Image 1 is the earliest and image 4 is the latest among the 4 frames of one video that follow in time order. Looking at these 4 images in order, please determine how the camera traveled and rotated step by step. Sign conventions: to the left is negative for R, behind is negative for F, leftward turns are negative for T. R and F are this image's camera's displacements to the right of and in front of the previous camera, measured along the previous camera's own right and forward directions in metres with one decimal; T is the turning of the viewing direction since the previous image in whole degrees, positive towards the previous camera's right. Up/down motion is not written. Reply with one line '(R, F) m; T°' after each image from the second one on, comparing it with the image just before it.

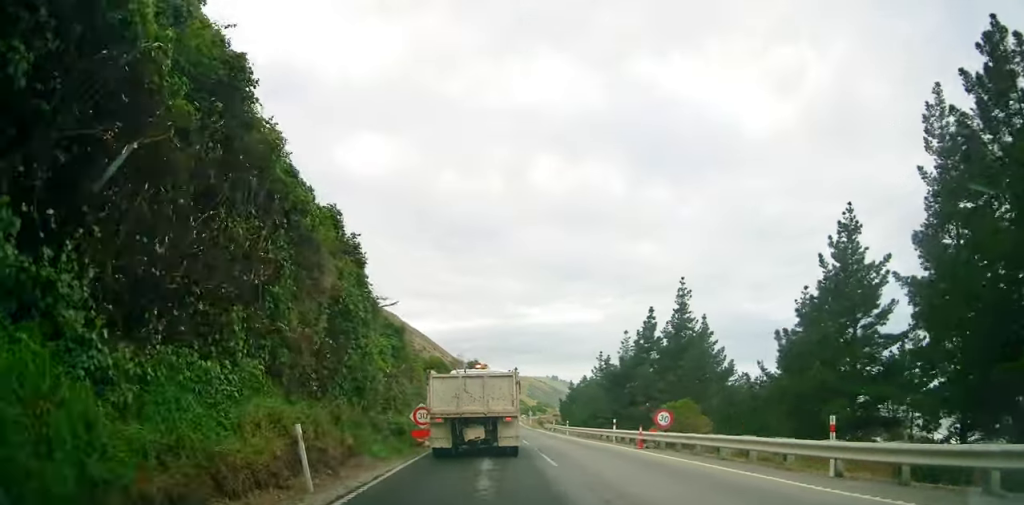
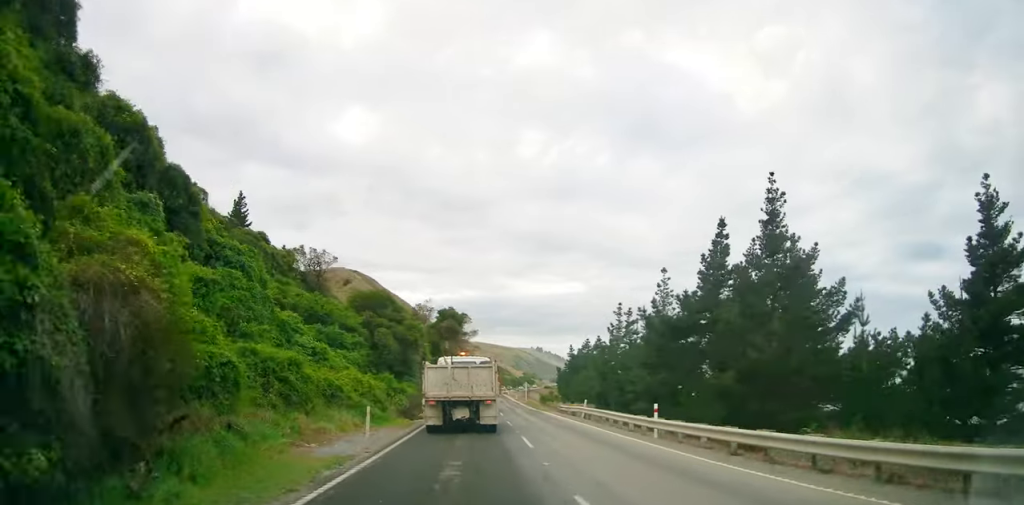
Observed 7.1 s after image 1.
(+0.7, +29.4) m; +2°
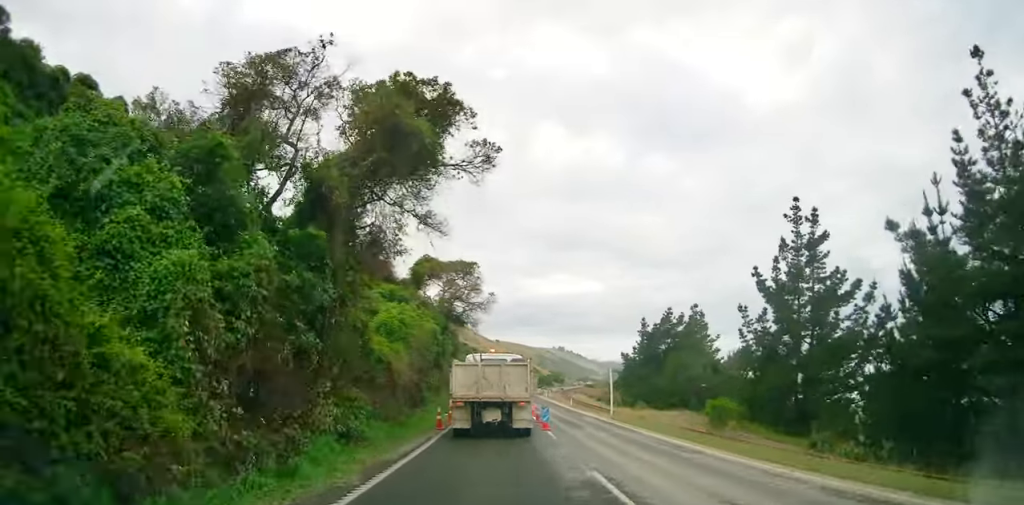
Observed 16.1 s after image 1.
(+1.3, +48.9) m; +2°
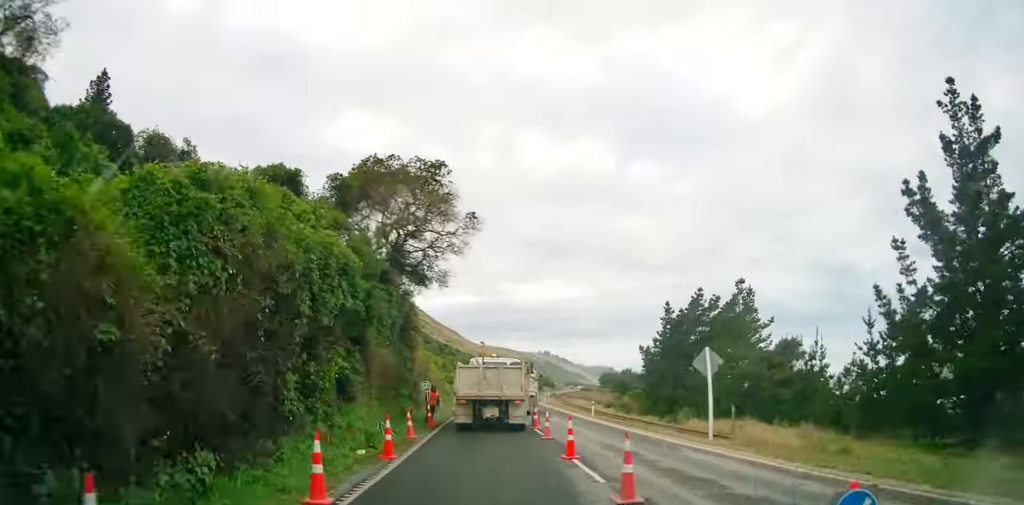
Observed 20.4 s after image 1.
(-0.5, +21.2) m; 0°
